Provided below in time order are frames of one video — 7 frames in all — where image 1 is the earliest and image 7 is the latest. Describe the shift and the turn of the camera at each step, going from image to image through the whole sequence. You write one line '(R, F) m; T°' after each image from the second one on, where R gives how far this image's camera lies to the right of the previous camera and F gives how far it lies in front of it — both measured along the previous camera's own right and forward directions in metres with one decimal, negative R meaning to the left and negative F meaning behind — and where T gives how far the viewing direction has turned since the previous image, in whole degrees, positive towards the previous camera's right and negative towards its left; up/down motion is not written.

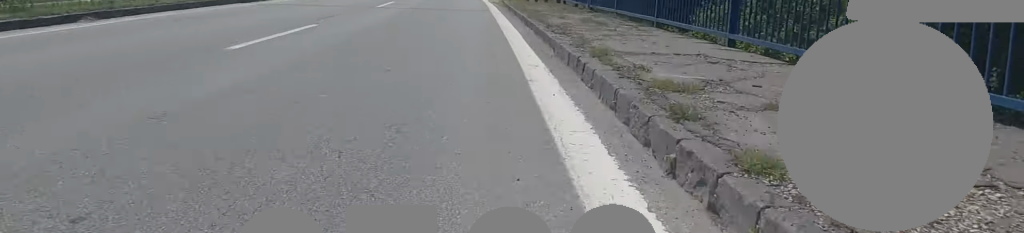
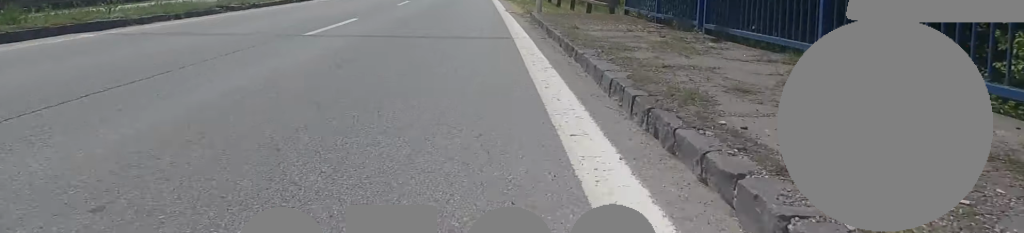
(-0.2, +6.8) m; +1°
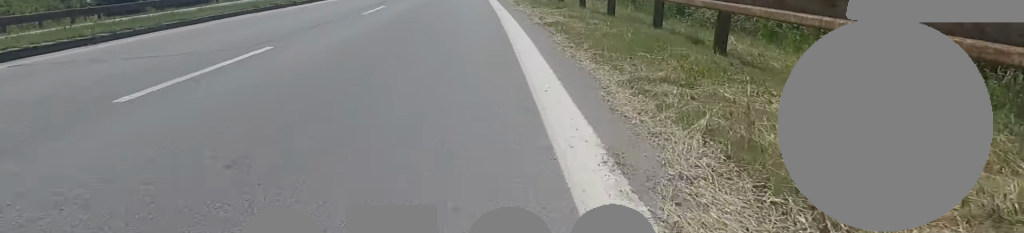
(+0.5, +12.8) m; +2°
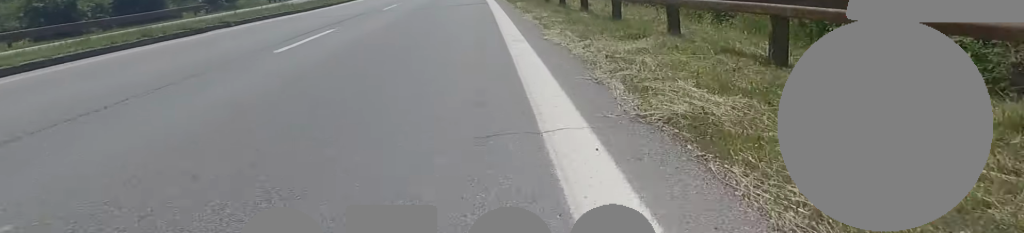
(-0.1, +5.5) m; -1°
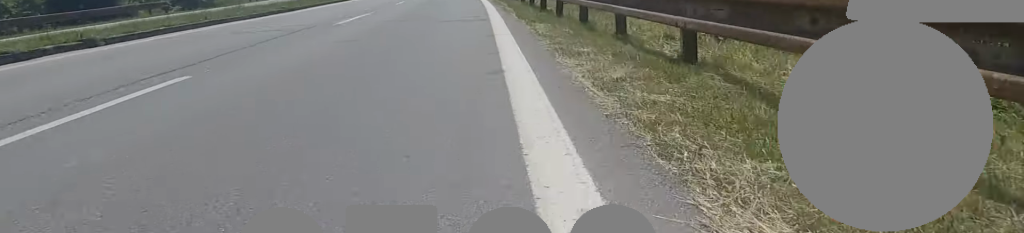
(0.0, +5.3) m; 0°
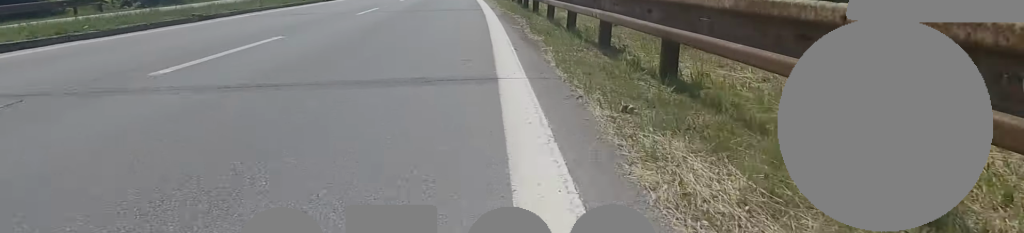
(0.0, +6.5) m; 0°
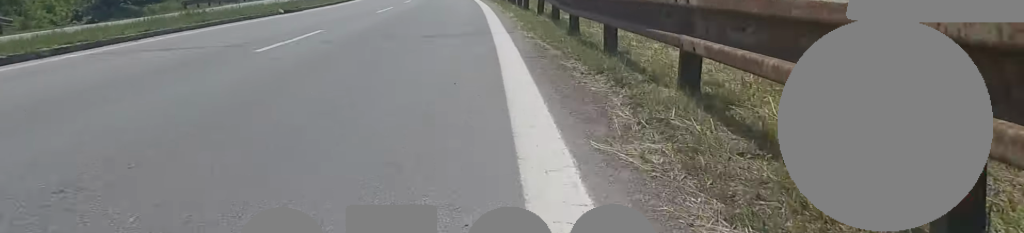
(0.0, +7.2) m; -1°
